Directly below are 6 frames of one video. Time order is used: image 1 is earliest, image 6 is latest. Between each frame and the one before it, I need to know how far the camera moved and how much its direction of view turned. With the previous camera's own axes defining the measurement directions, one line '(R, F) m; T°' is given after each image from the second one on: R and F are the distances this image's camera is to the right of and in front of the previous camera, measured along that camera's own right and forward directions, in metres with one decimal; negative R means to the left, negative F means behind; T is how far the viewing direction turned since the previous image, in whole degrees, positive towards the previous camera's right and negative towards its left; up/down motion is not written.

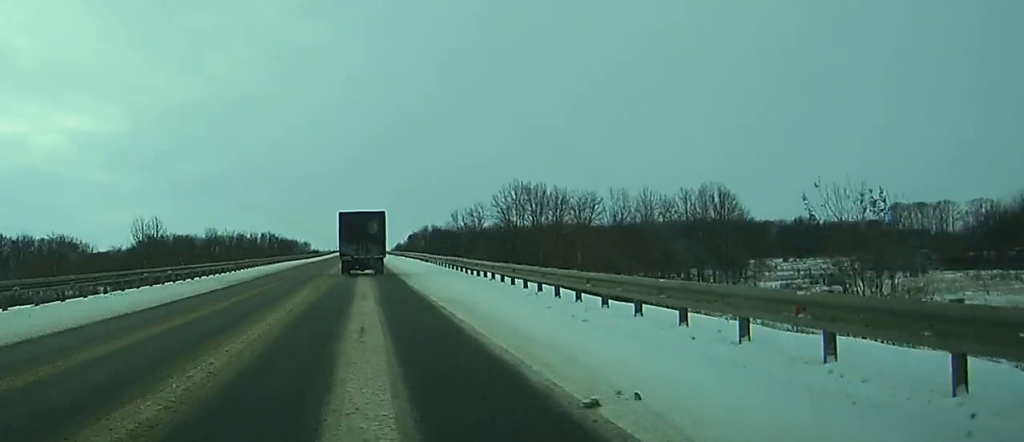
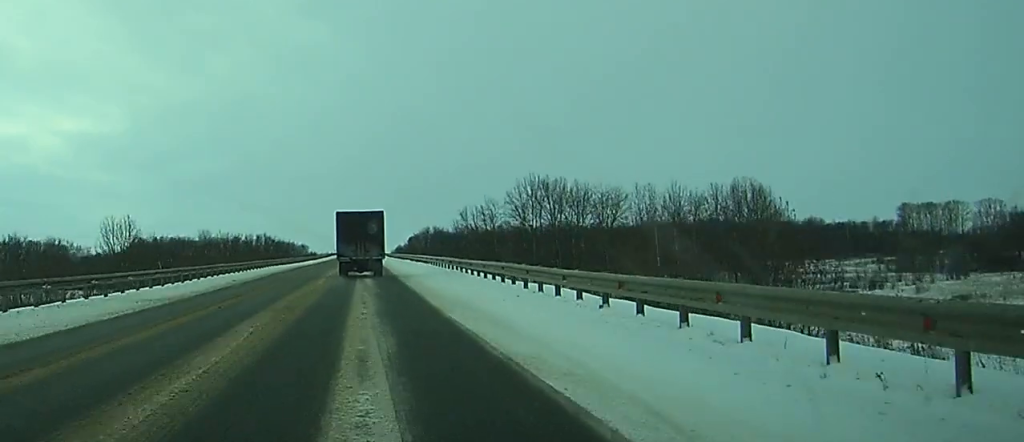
(0.0, +14.0) m; 0°
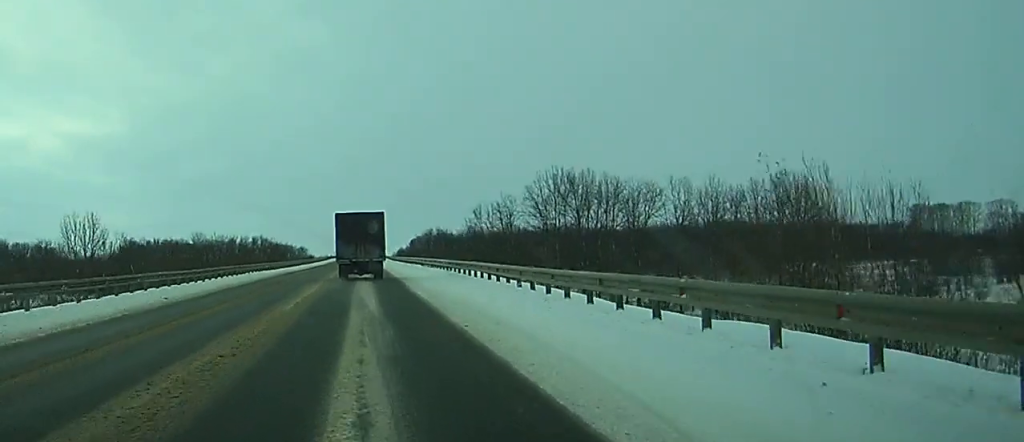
(0.0, +14.7) m; 0°
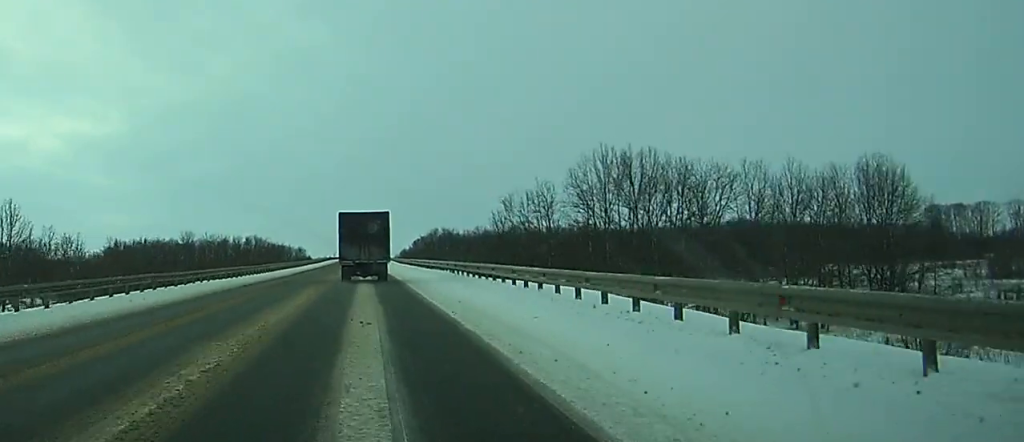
(0.0, +22.7) m; 0°
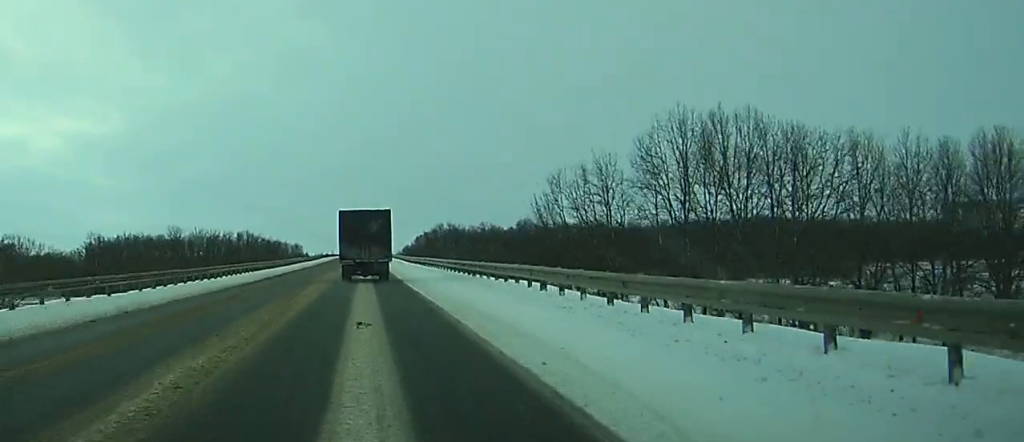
(0.0, +22.4) m; 0°
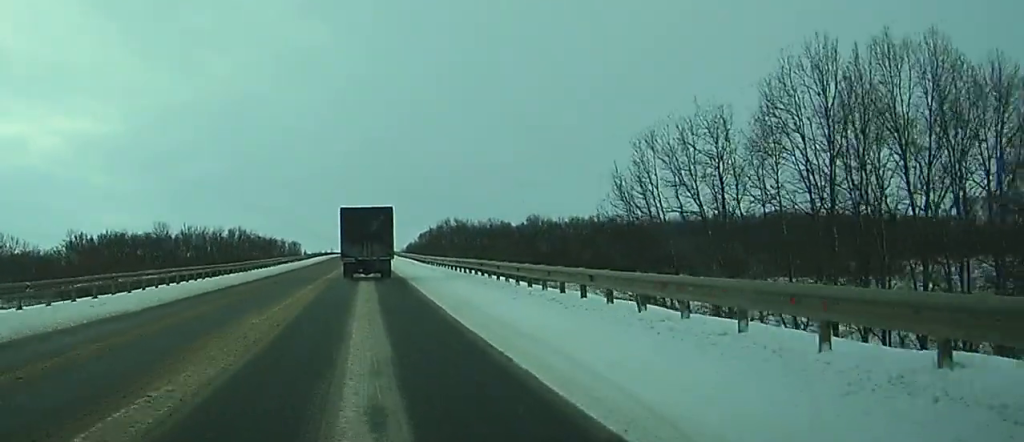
(0.0, +22.1) m; 0°
